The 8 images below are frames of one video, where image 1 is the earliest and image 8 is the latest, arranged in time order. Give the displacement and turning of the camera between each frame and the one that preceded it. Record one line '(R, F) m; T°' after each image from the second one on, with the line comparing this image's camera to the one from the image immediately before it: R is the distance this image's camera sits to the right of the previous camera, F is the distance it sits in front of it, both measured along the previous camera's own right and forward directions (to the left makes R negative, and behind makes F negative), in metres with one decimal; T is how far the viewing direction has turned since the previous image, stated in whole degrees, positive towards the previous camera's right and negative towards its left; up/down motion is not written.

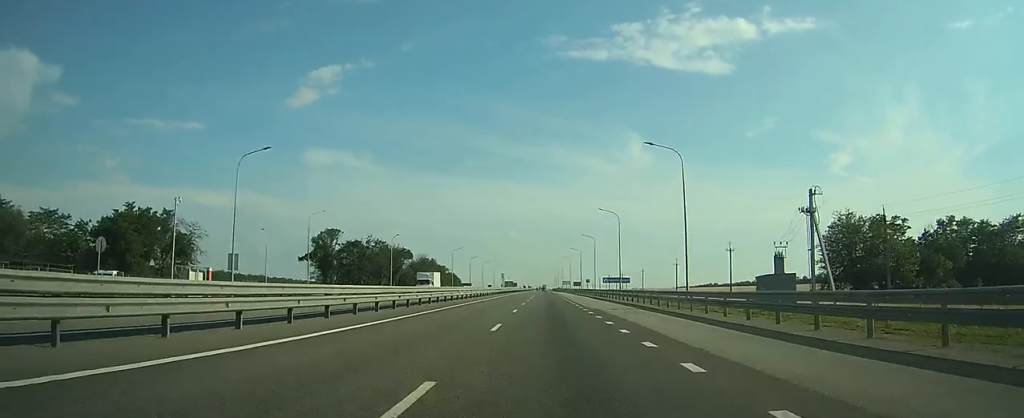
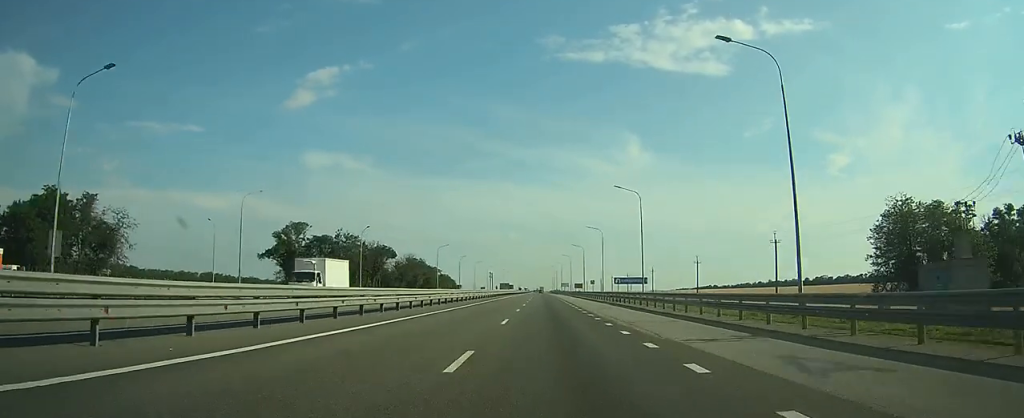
(-0.1, +20.0) m; 0°
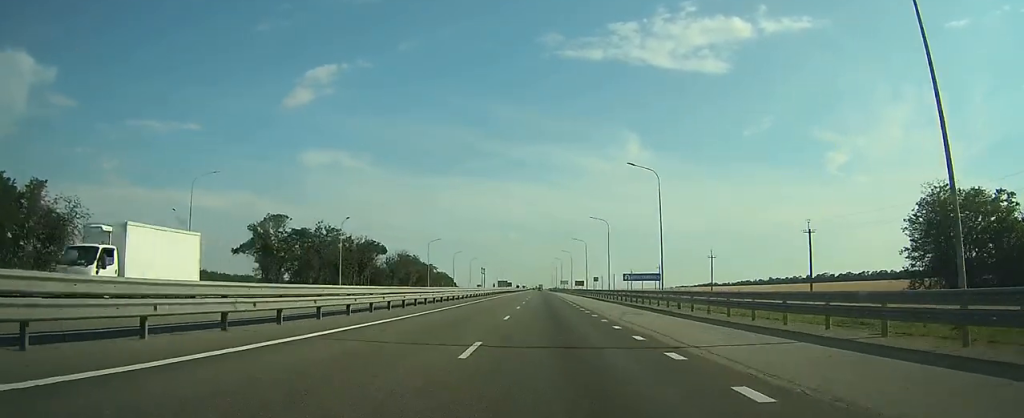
(0.0, +10.5) m; 0°
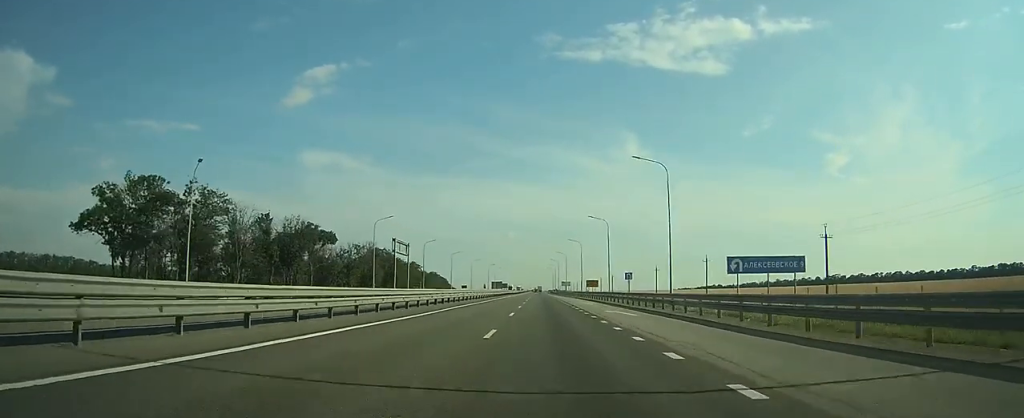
(+0.1, +43.6) m; 0°
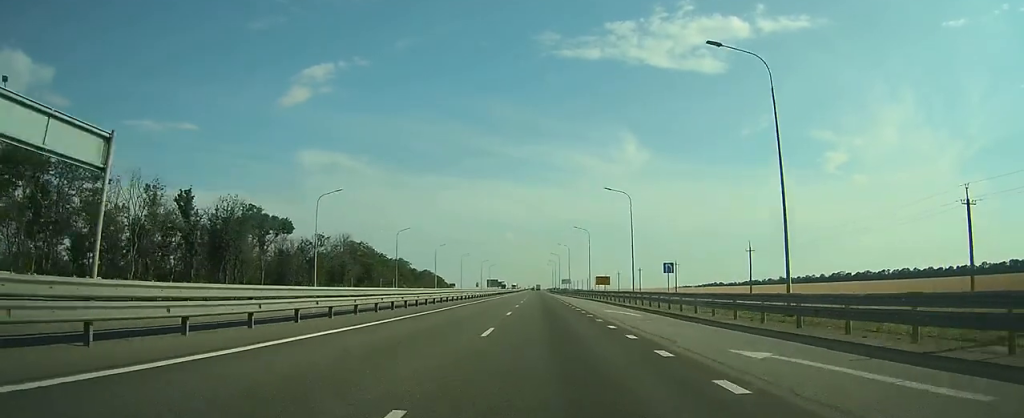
(0.0, +23.5) m; 0°
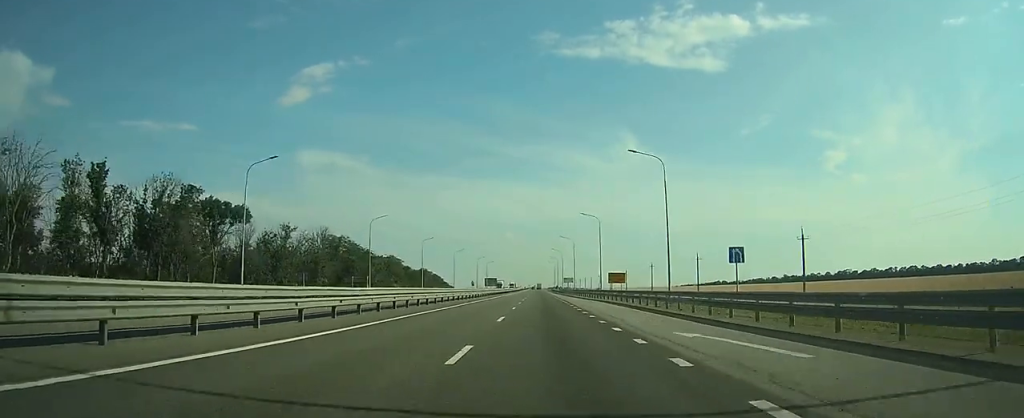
(0.0, +17.6) m; 0°
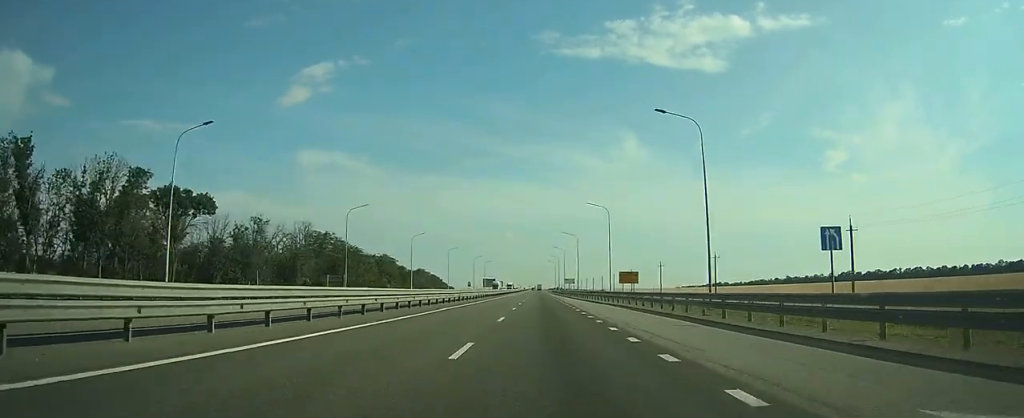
(0.0, +11.3) m; 0°
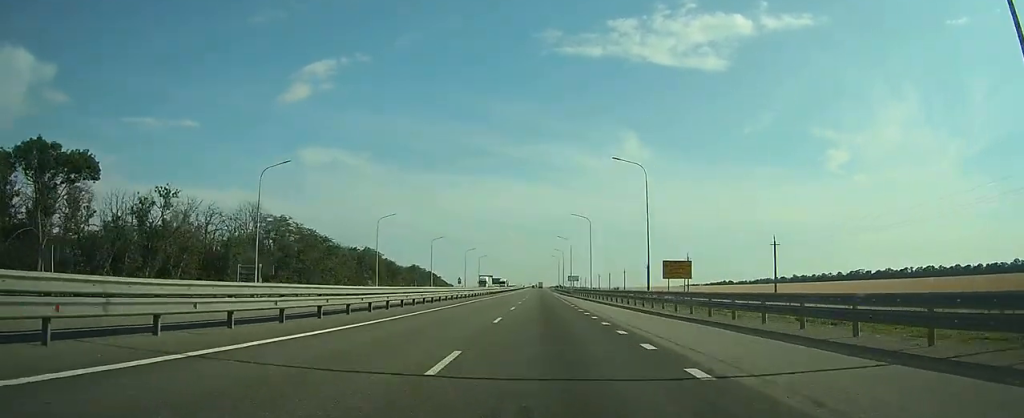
(0.0, +26.2) m; 0°
